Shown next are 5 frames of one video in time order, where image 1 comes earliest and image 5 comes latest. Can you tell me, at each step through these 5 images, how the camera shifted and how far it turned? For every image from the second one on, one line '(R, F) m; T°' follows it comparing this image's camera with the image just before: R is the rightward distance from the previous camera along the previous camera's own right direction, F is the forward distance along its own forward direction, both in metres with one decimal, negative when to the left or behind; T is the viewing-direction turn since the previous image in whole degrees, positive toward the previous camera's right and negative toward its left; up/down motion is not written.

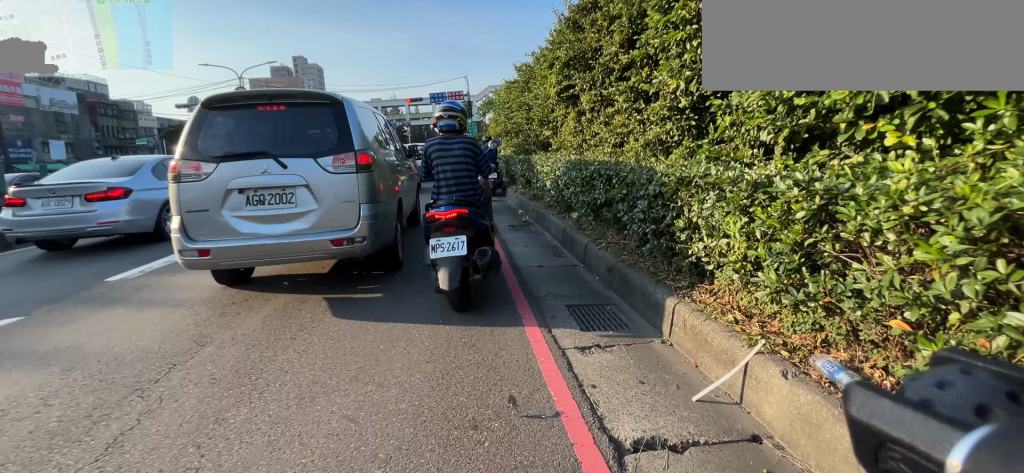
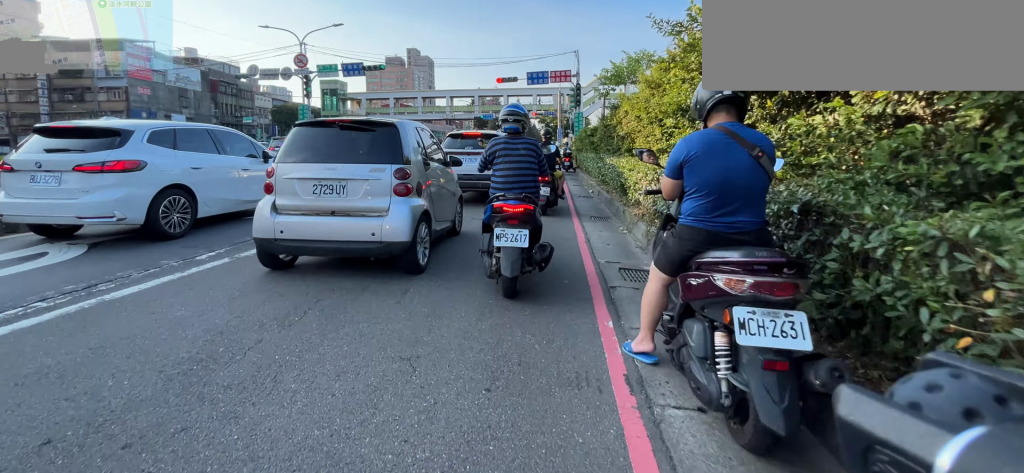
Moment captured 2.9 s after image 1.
(0.0, +9.4) m; 0°
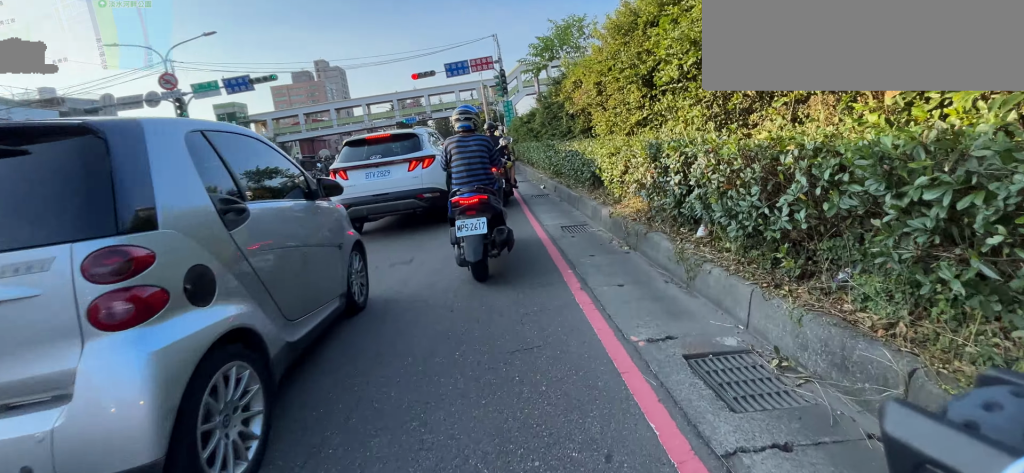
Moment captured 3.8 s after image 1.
(0.0, +2.7) m; 0°
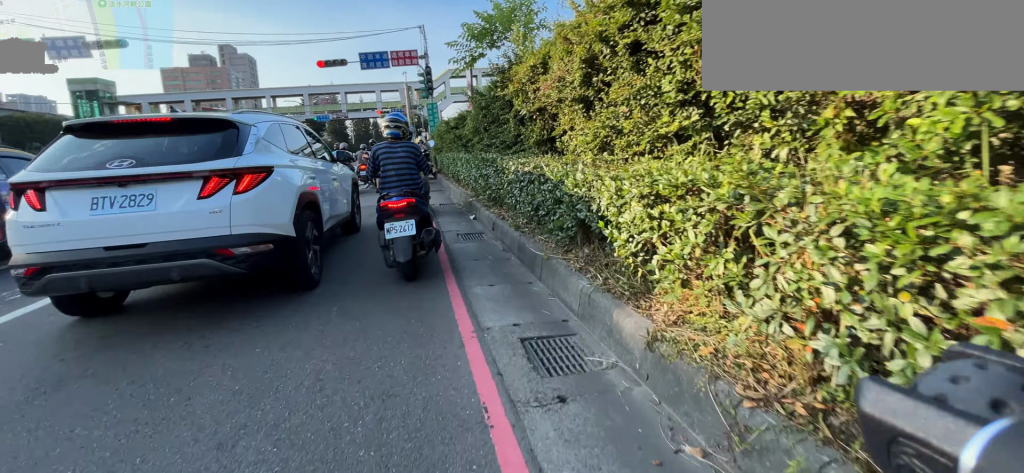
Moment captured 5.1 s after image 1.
(0.0, +4.0) m; +1°
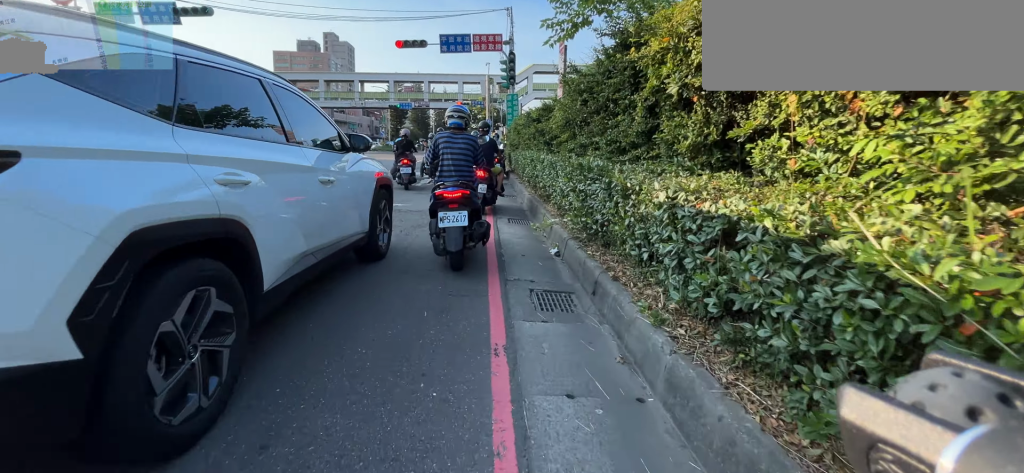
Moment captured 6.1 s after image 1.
(+0.1, +3.7) m; +2°
